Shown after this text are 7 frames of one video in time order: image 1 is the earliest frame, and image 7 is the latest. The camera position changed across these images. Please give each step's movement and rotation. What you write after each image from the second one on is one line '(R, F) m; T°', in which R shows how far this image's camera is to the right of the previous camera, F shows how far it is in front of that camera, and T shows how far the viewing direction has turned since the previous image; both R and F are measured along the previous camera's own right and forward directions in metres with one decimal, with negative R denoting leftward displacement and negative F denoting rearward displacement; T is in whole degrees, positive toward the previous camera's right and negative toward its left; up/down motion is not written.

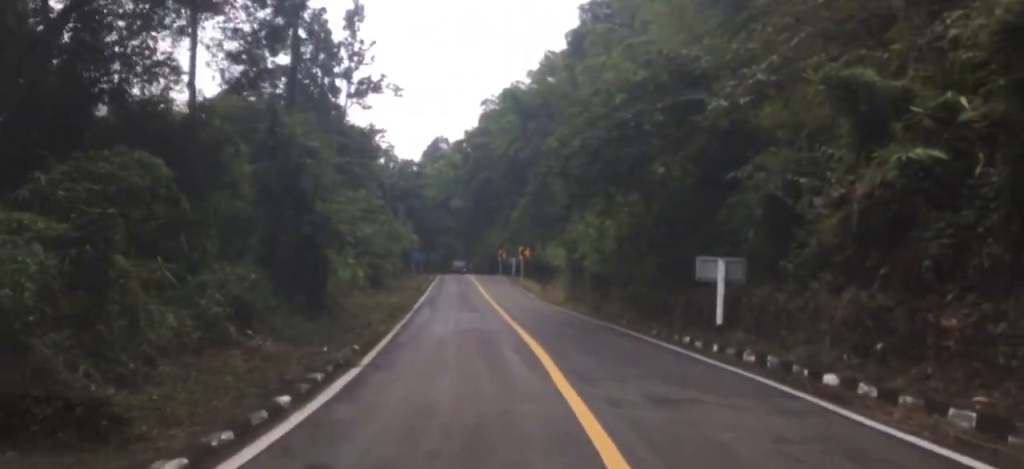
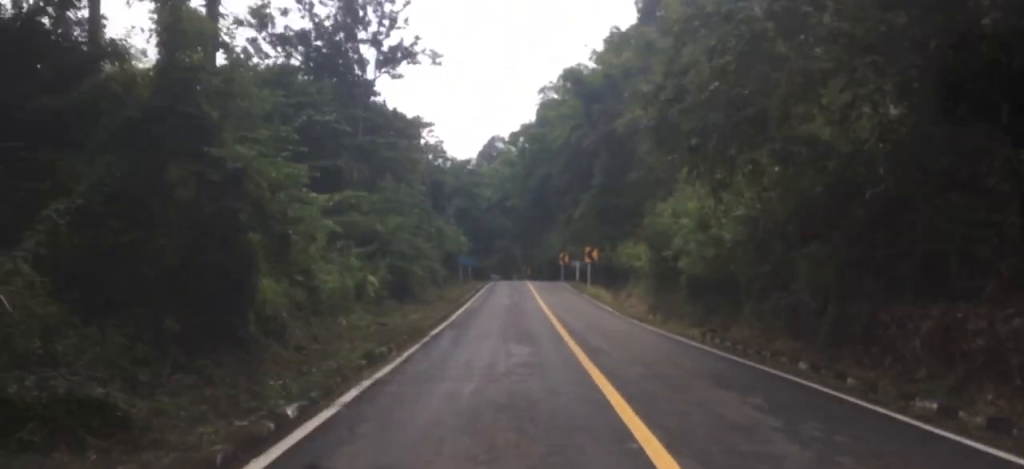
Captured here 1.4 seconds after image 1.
(-0.2, +11.8) m; -8°
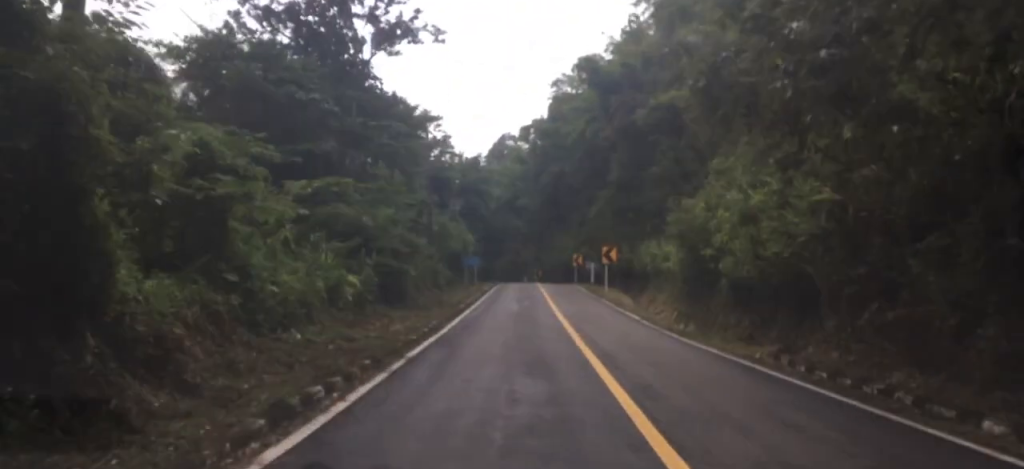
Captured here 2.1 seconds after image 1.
(-0.4, +5.7) m; -6°
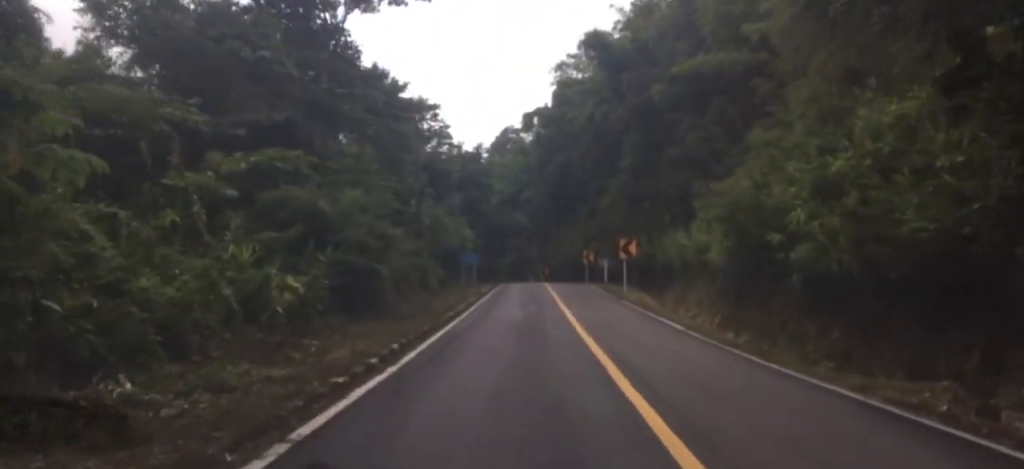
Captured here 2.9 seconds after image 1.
(0.0, +7.3) m; -7°
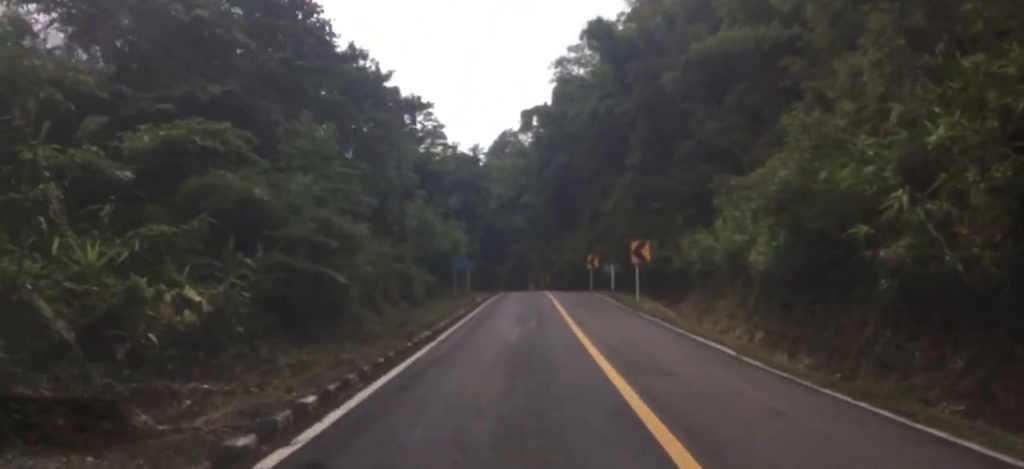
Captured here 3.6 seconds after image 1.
(-0.8, +6.0) m; -5°
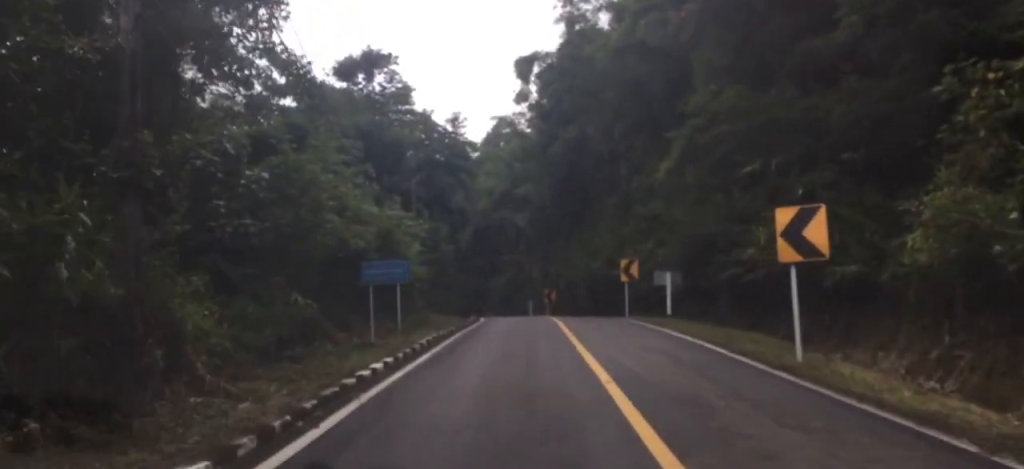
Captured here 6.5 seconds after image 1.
(-1.1, +27.3) m; +1°
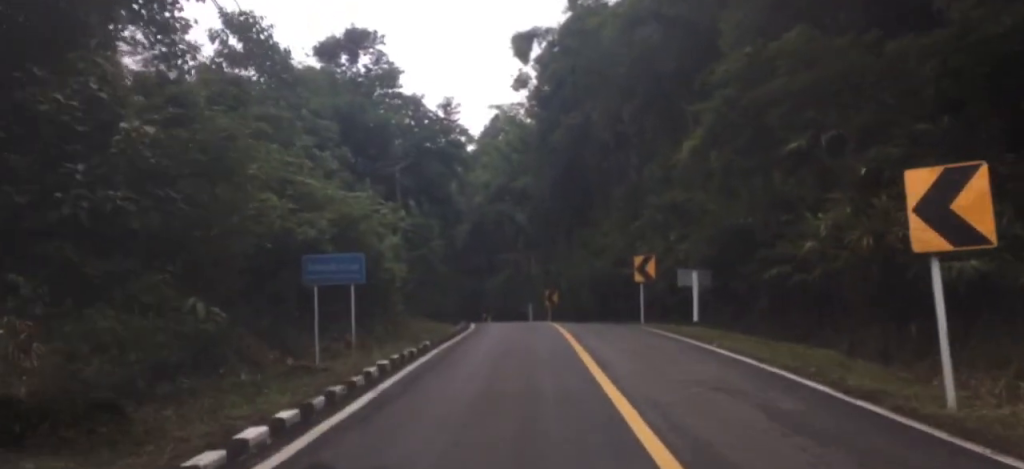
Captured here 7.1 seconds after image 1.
(+0.2, +6.3) m; +3°
